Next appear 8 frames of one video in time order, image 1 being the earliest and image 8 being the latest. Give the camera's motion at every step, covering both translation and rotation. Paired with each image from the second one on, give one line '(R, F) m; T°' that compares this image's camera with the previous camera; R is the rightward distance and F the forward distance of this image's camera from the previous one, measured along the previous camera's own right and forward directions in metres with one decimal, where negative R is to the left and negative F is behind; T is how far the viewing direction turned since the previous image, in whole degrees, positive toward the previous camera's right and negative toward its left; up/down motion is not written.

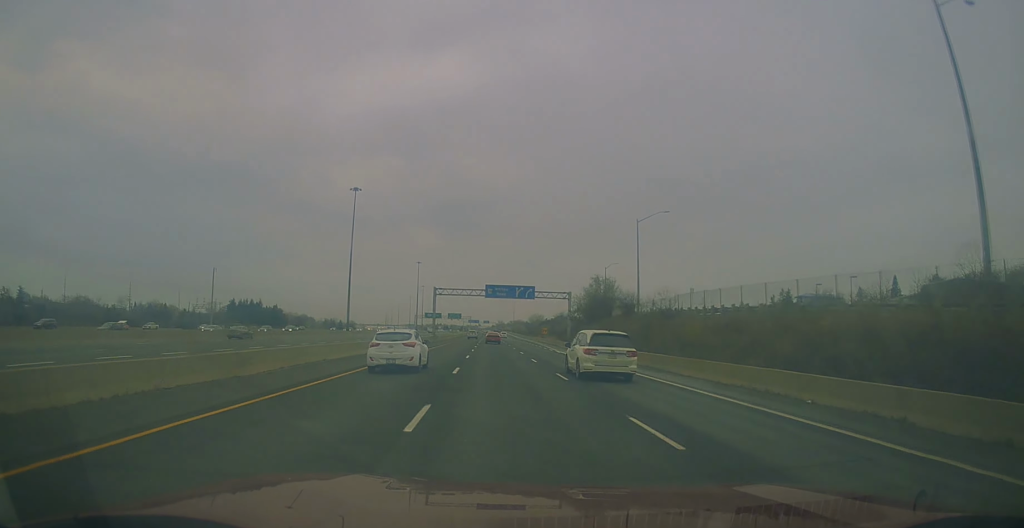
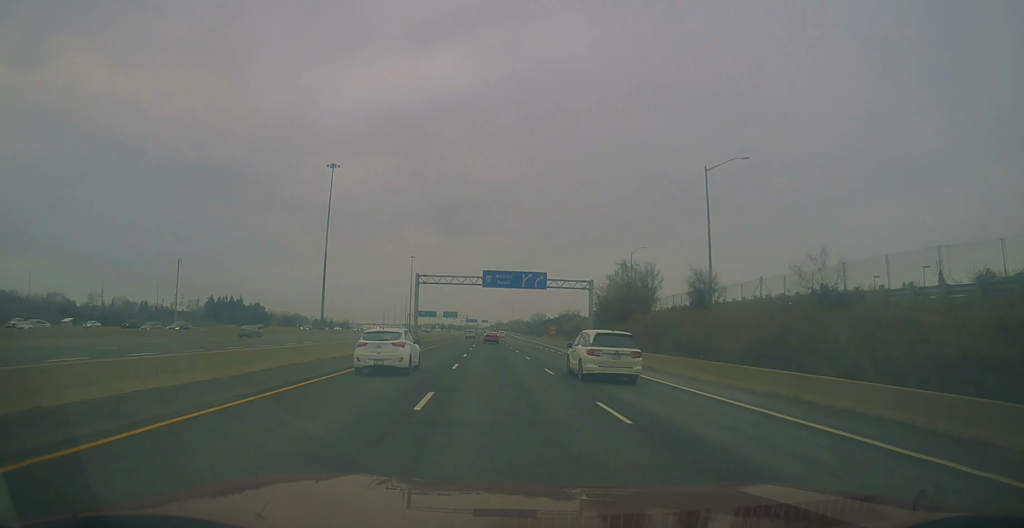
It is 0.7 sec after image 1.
(0.0, +21.5) m; 0°
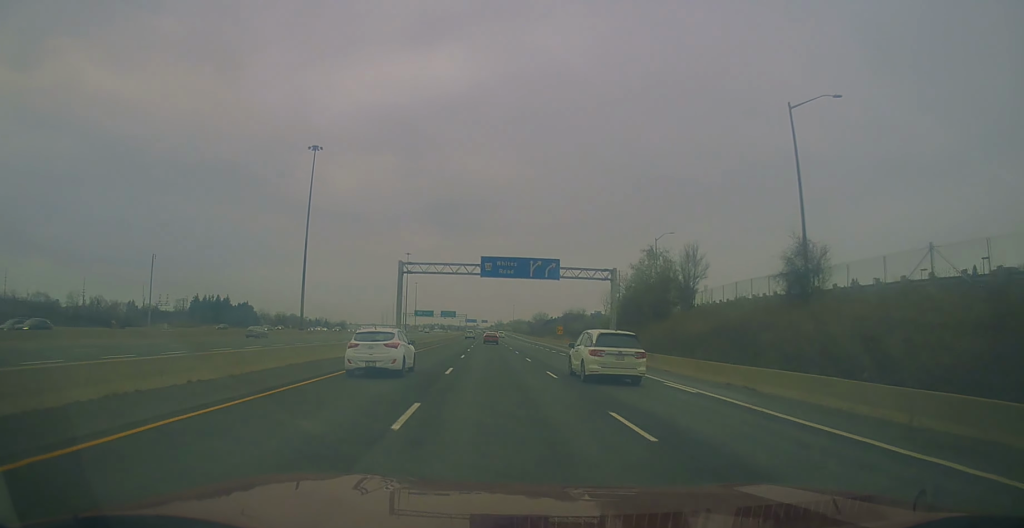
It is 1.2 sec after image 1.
(0.0, +14.7) m; 0°
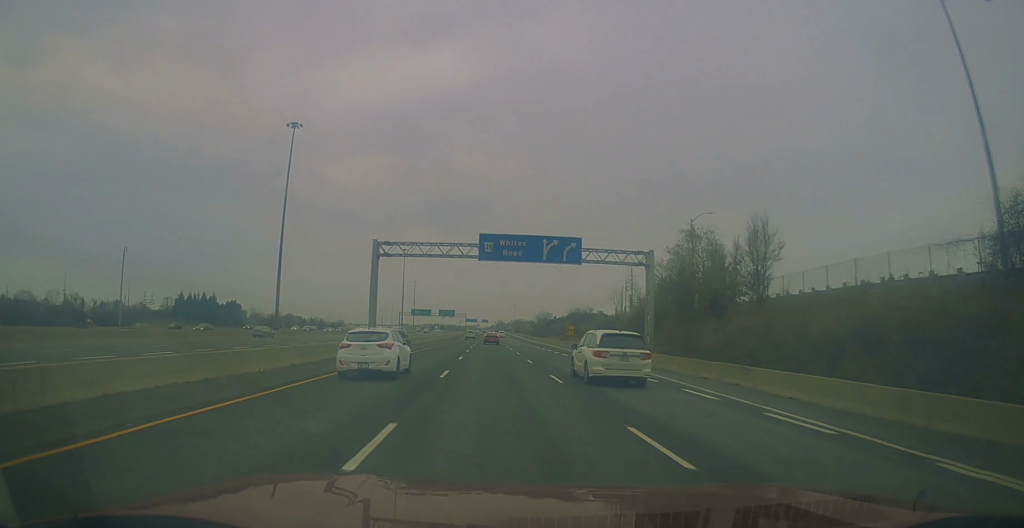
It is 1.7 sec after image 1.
(0.0, +13.8) m; 0°
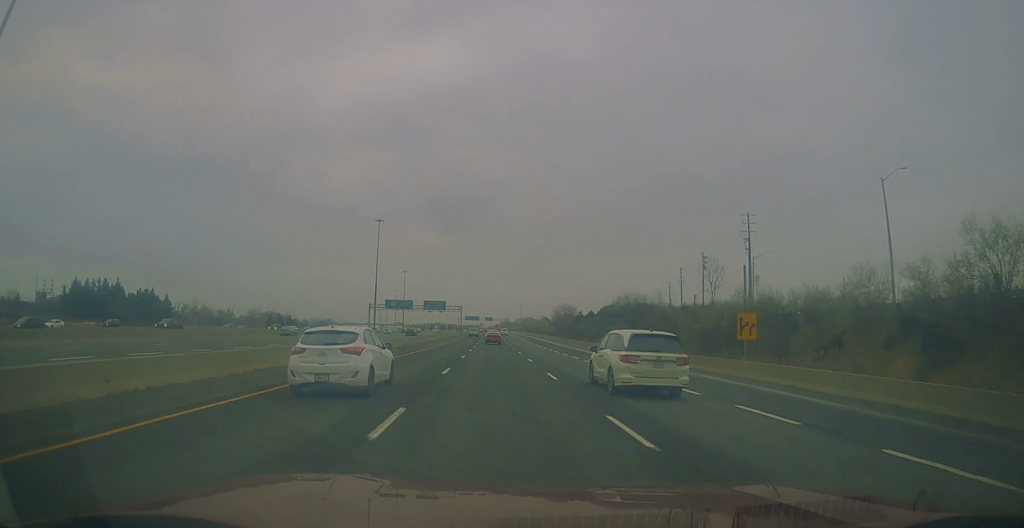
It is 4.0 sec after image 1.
(+1.2, +68.6) m; 0°
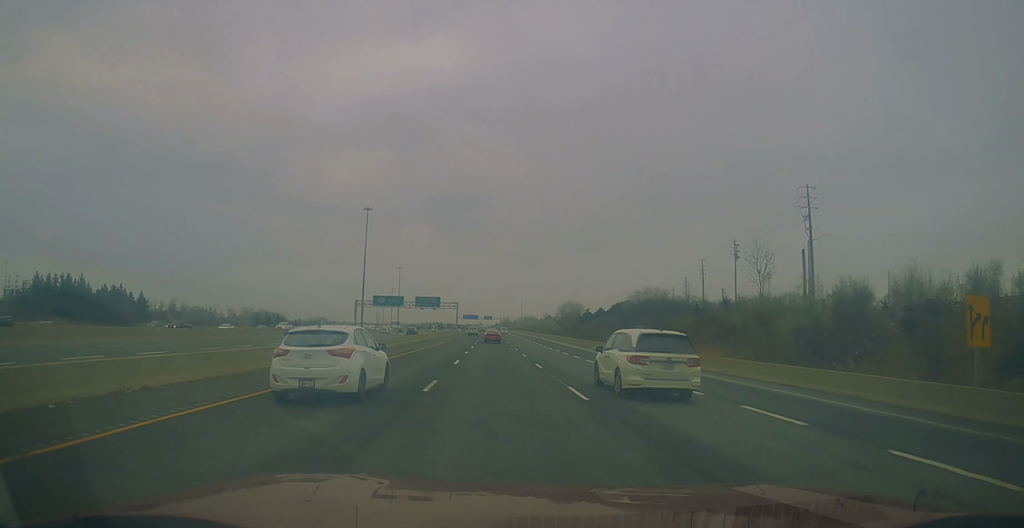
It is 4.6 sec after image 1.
(-0.1, +18.0) m; -1°
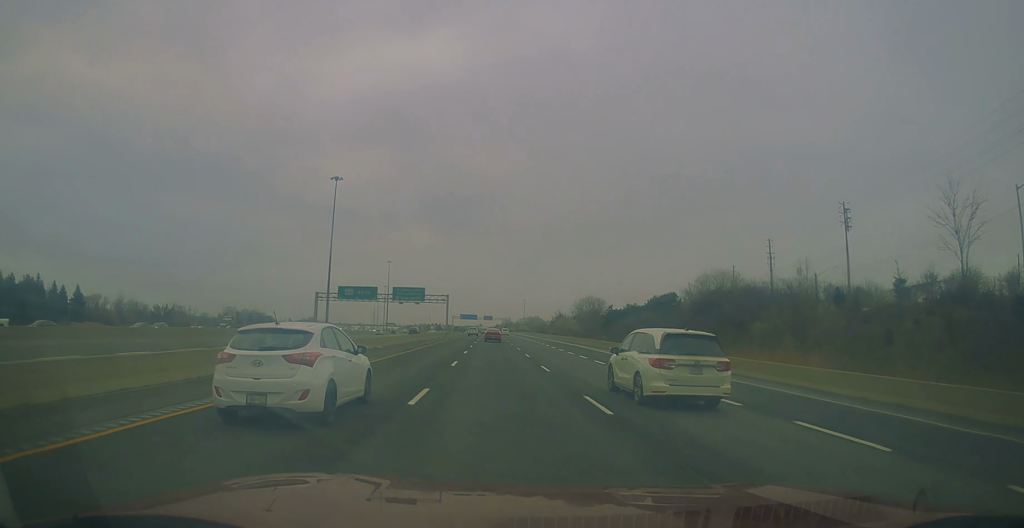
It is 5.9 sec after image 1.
(-0.4, +38.1) m; 0°
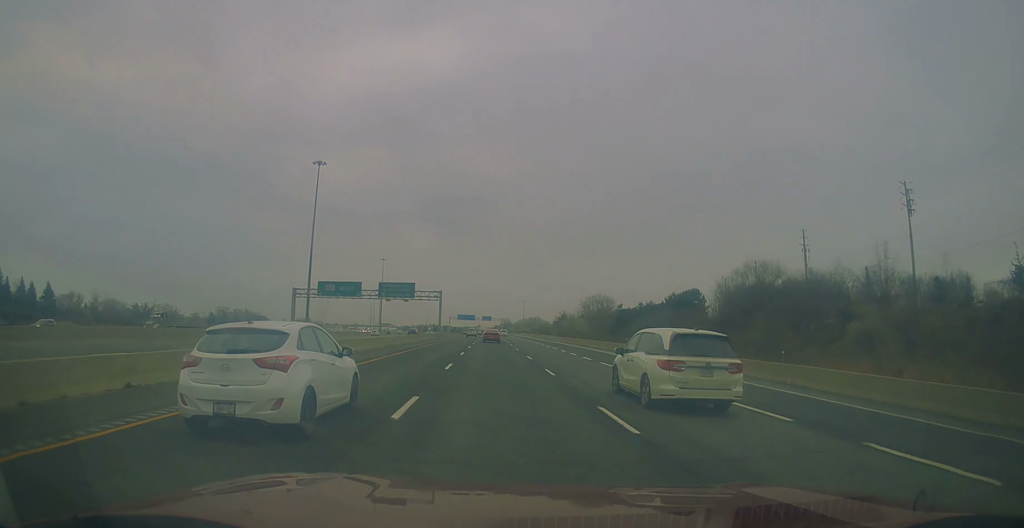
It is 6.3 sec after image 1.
(0.0, +14.0) m; +1°
